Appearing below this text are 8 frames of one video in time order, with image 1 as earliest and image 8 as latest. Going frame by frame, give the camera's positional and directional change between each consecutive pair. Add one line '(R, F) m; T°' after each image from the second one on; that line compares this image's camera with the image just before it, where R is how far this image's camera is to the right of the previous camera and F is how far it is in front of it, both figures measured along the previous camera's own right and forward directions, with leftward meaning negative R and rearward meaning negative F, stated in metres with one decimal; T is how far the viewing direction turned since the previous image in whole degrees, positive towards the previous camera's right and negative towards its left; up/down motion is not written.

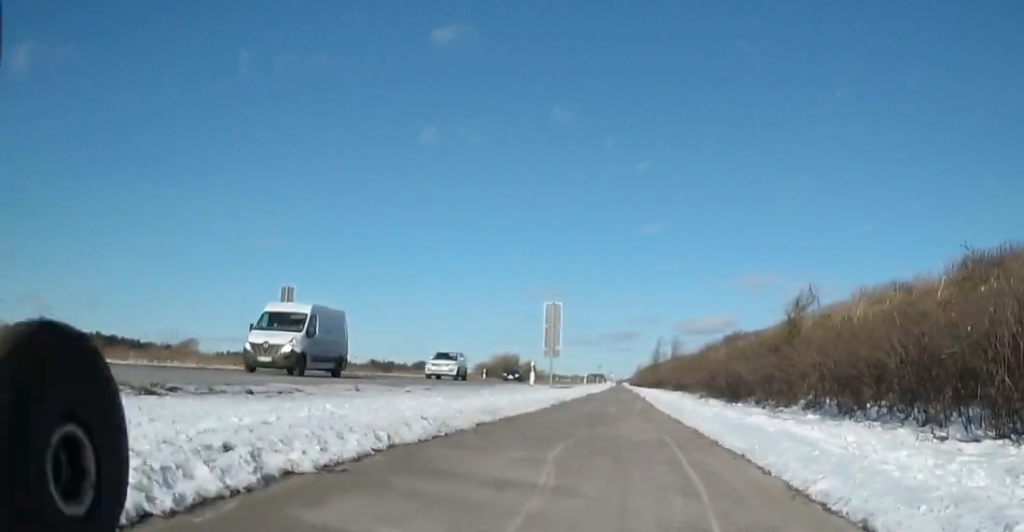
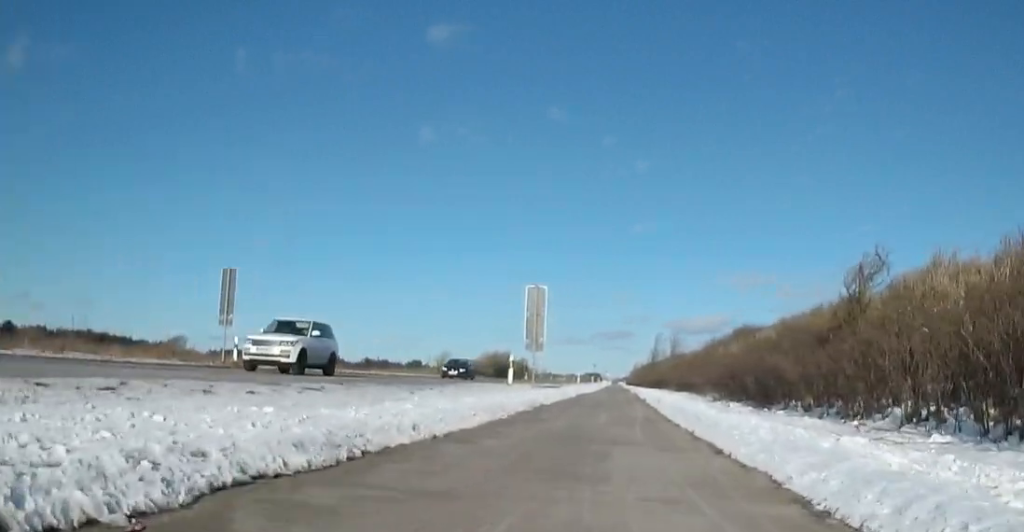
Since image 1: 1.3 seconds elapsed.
(-0.4, +5.6) m; -4°
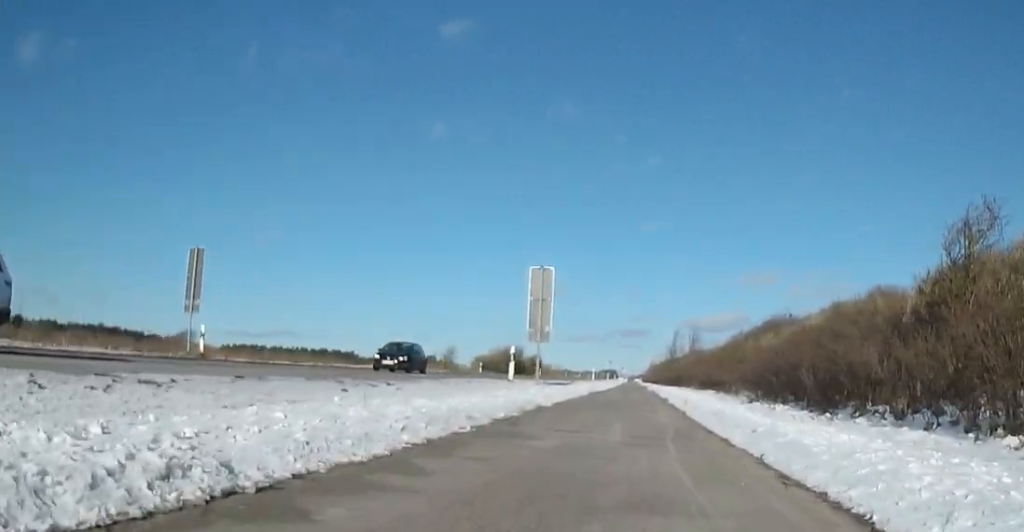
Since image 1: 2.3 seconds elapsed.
(0.0, +4.0) m; +4°
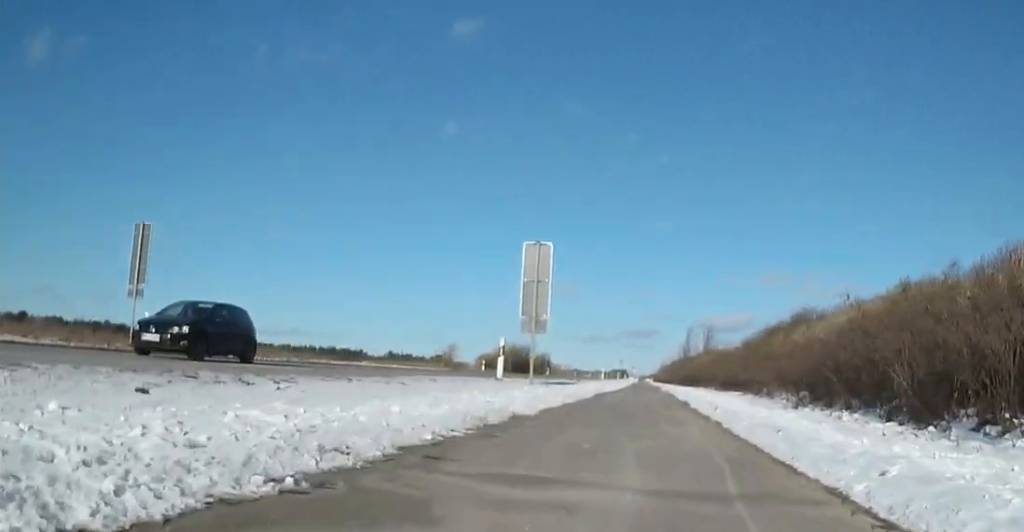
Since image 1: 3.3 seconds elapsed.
(+0.3, +4.1) m; +1°
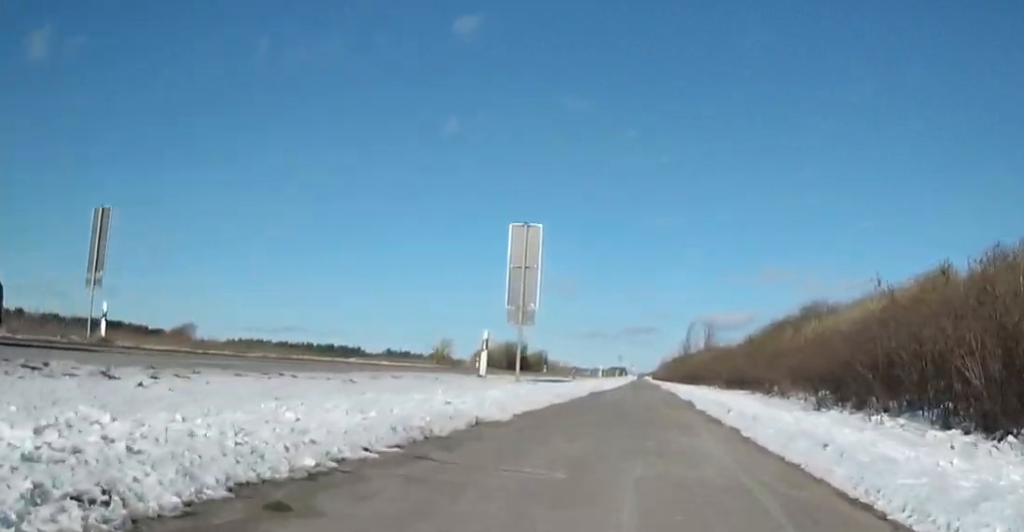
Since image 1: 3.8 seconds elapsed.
(+0.1, +2.0) m; 0°
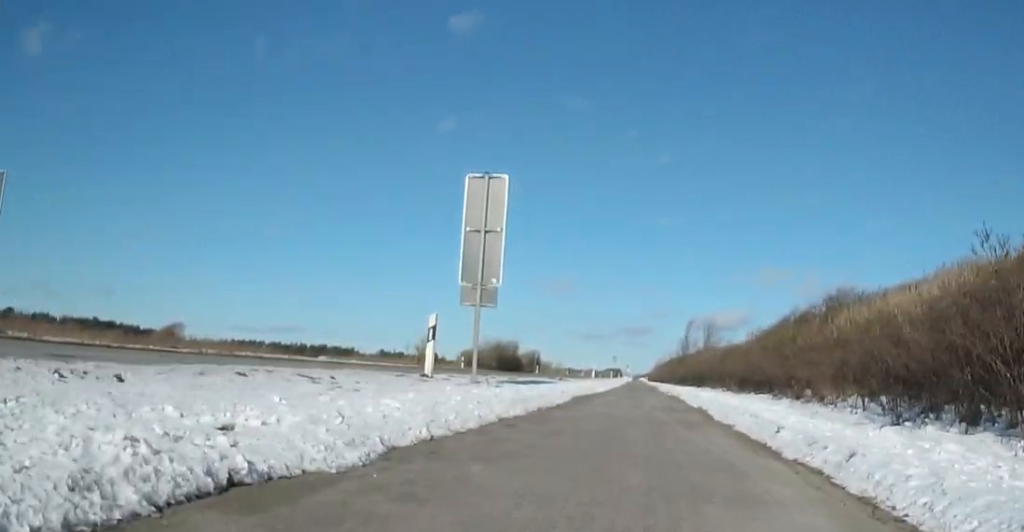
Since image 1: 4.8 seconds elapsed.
(-0.4, +4.4) m; 0°
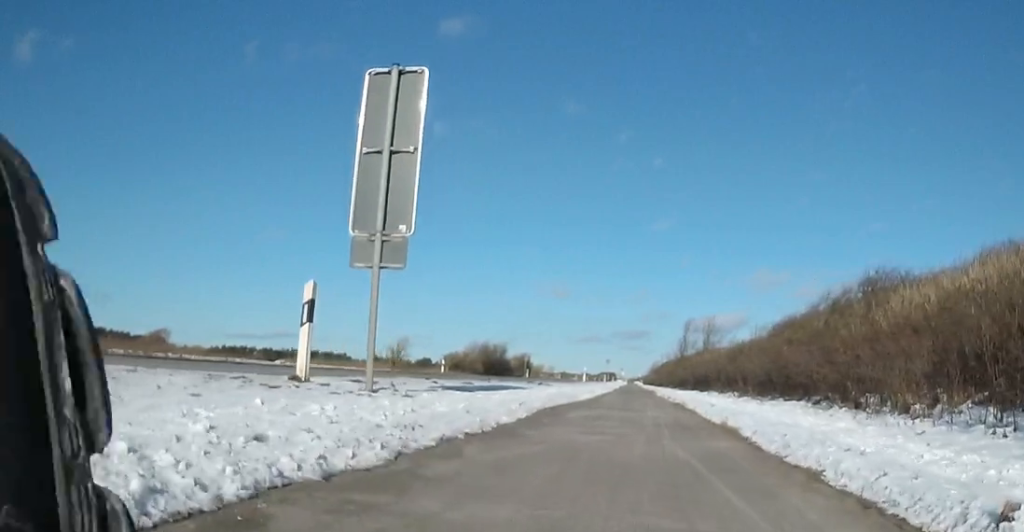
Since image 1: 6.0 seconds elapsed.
(+0.4, +4.8) m; 0°
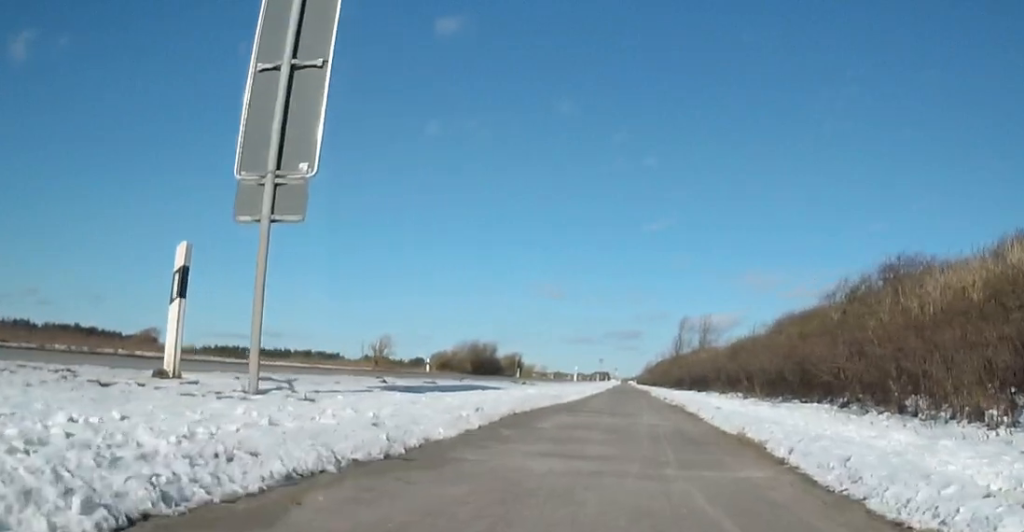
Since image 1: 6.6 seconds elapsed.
(-0.1, +2.5) m; 0°
